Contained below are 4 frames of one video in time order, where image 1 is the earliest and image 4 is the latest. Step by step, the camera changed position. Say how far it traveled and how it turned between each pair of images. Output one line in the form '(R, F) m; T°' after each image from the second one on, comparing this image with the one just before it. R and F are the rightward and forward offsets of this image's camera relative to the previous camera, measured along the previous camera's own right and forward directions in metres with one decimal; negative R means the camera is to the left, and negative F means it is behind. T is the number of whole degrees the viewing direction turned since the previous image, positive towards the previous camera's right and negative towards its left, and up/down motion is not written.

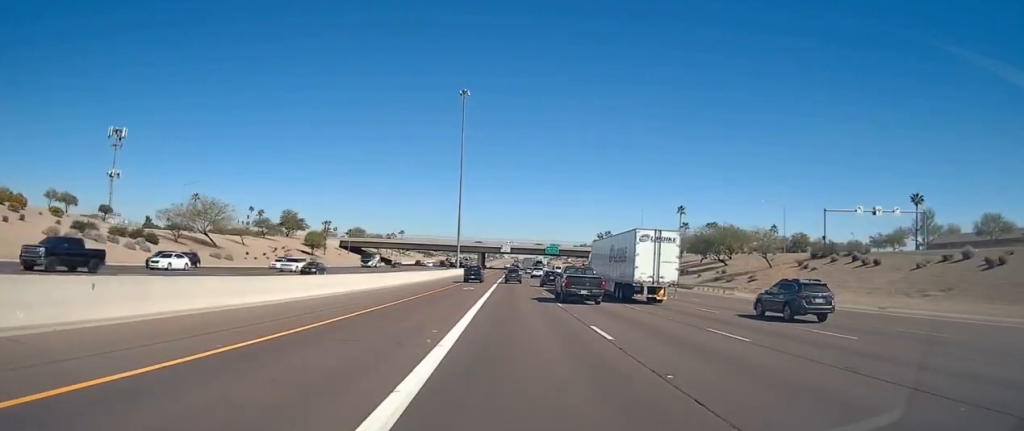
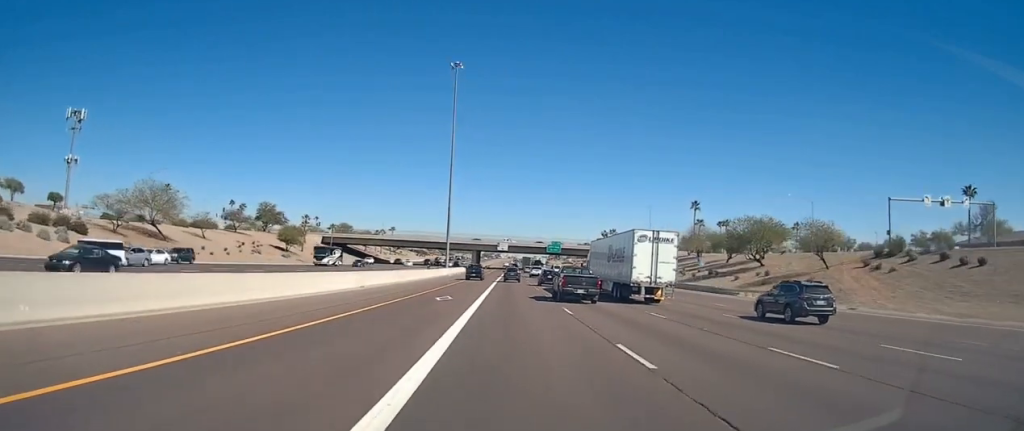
(+0.1, +17.7) m; 0°
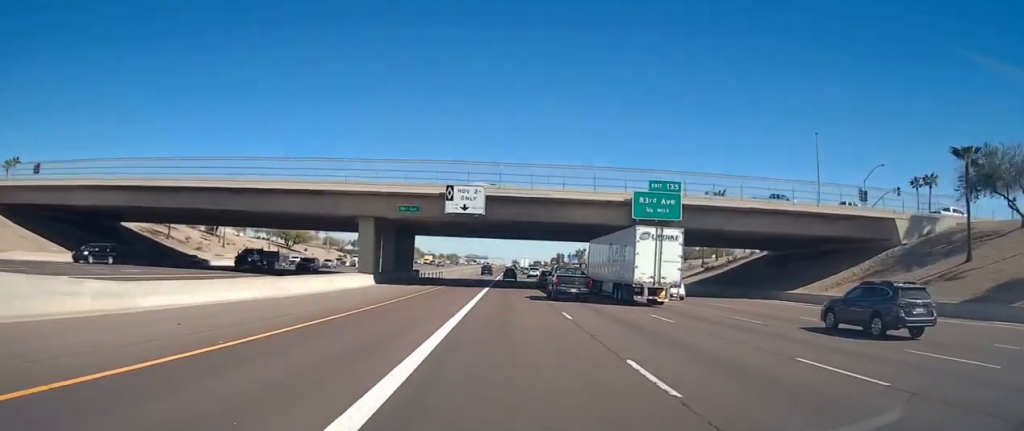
(+2.1, +125.0) m; +2°
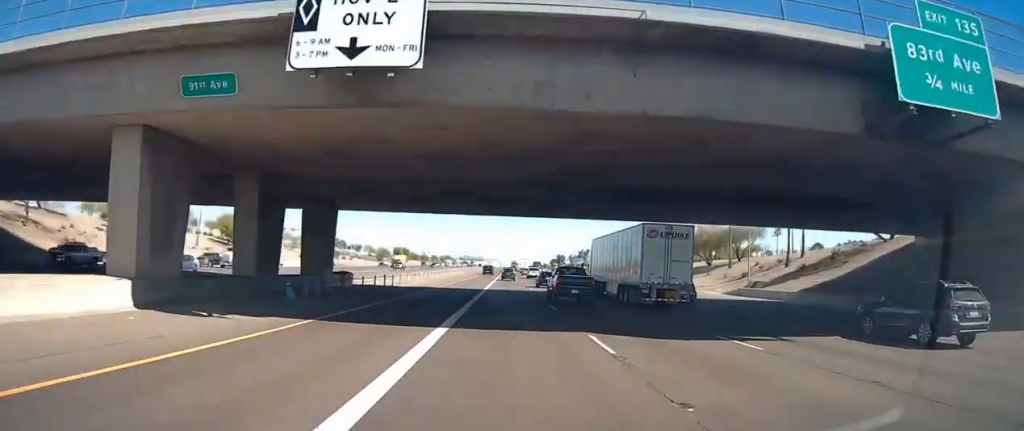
(+0.1, +29.9) m; 0°
